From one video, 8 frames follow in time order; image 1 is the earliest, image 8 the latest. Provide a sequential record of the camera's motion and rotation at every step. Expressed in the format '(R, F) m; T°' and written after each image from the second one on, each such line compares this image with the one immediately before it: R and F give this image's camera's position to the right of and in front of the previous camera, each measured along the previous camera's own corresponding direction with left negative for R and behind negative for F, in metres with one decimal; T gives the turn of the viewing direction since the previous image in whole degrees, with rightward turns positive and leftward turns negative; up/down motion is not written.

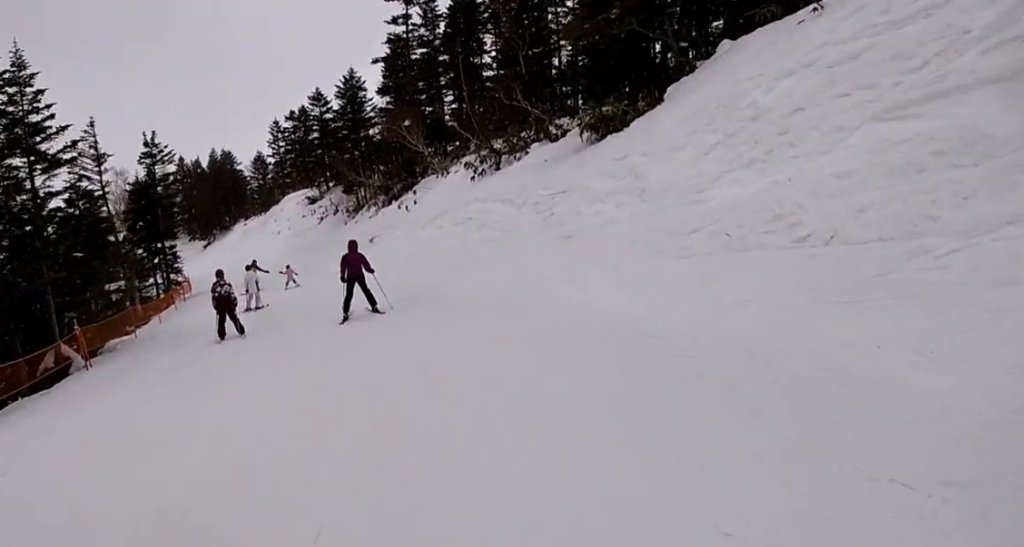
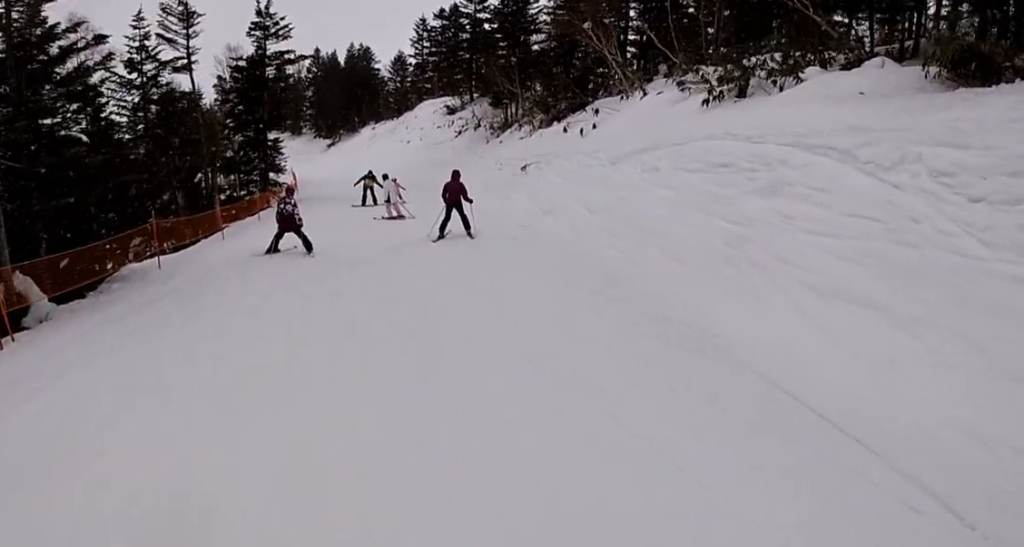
(+1.4, +7.0) m; -3°
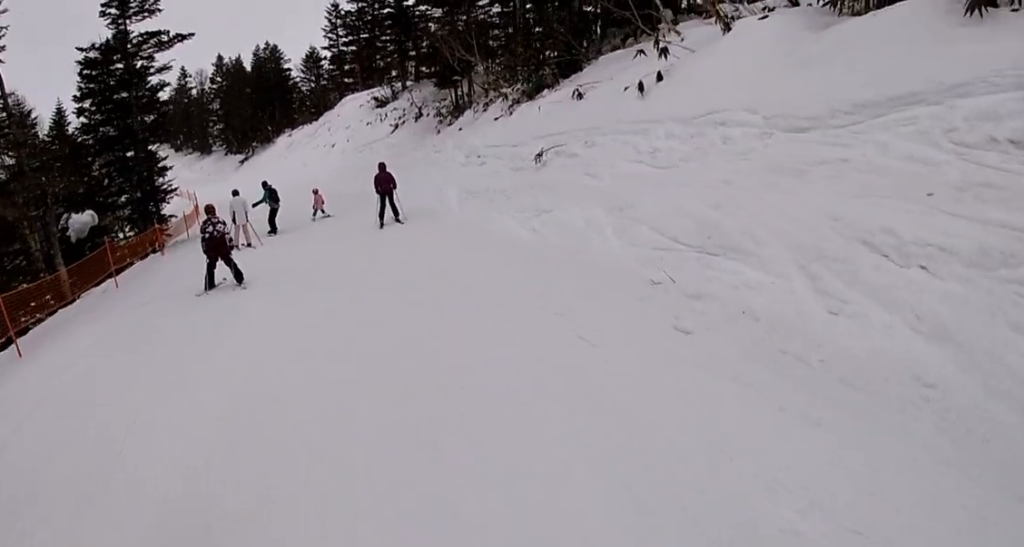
(-2.0, +8.6) m; -19°
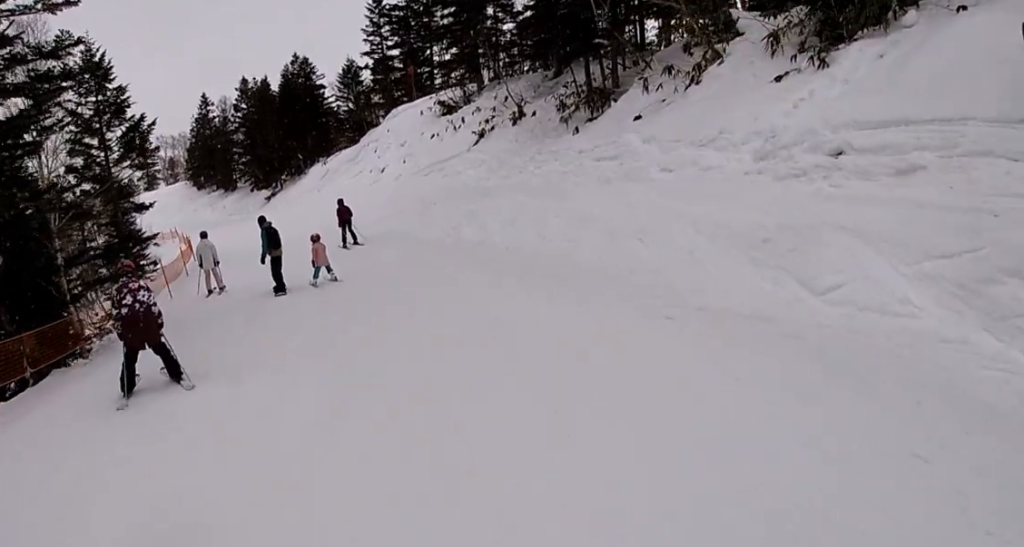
(+1.2, +11.8) m; +19°
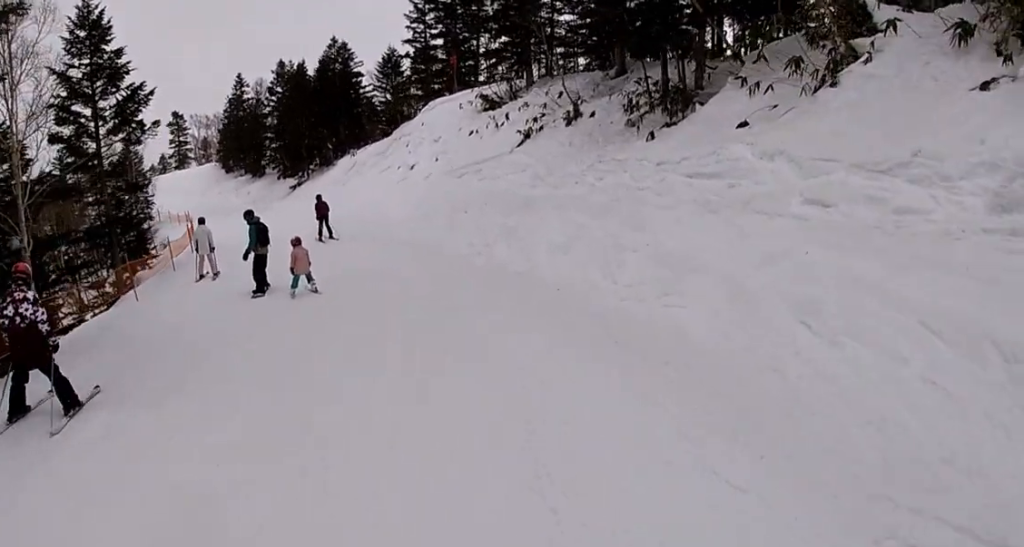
(+0.4, +3.5) m; 0°
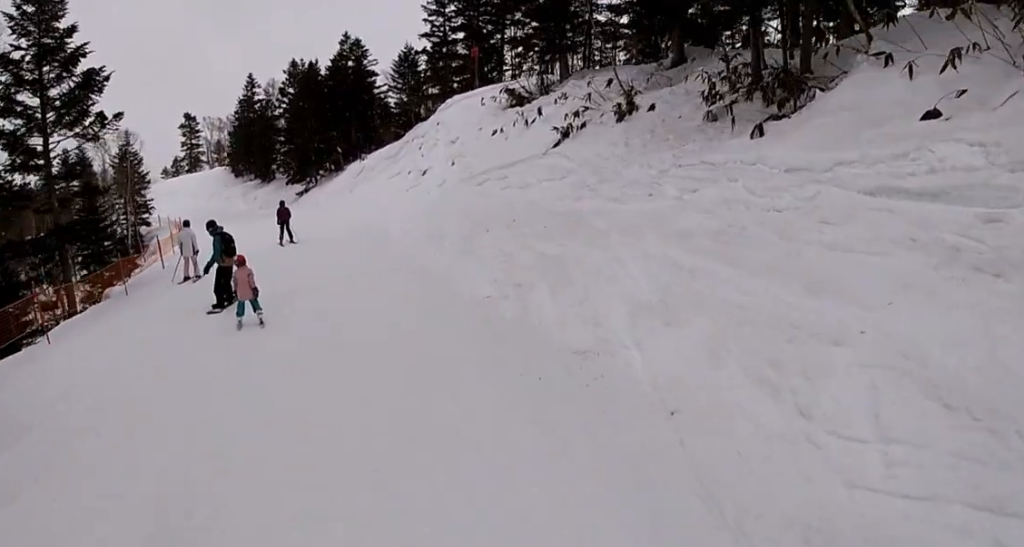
(-0.9, +4.2) m; -11°
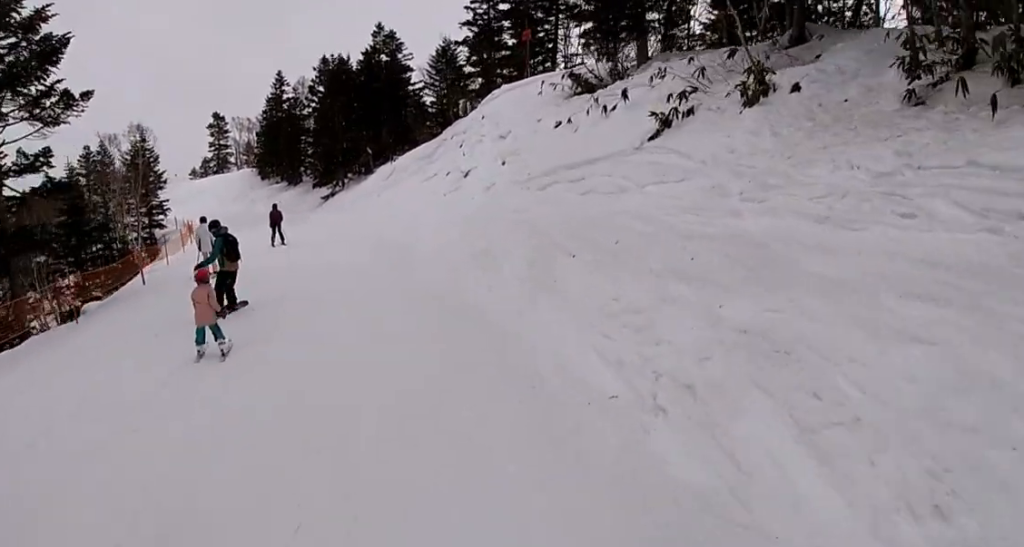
(-0.1, +4.4) m; -2°
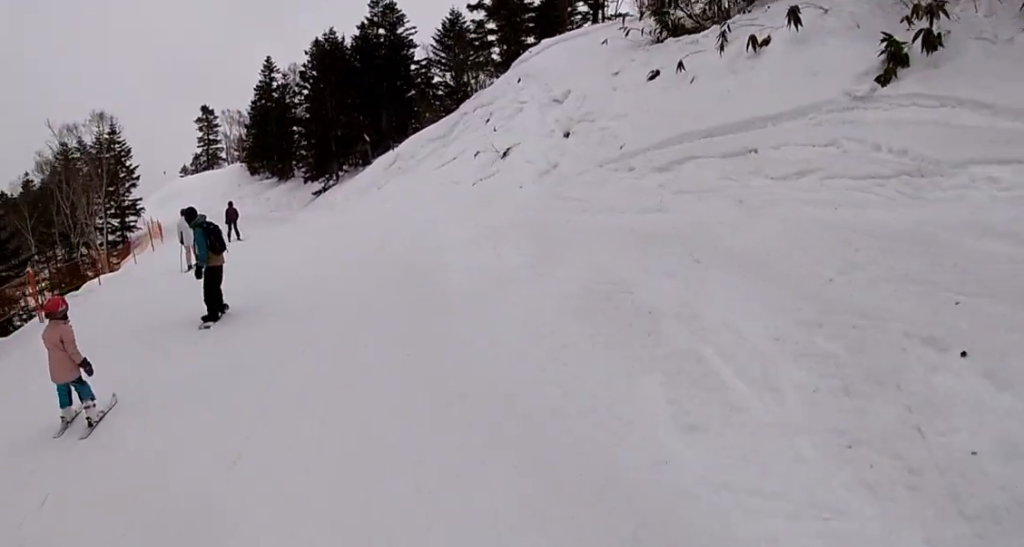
(0.0, +5.5) m; -4°
